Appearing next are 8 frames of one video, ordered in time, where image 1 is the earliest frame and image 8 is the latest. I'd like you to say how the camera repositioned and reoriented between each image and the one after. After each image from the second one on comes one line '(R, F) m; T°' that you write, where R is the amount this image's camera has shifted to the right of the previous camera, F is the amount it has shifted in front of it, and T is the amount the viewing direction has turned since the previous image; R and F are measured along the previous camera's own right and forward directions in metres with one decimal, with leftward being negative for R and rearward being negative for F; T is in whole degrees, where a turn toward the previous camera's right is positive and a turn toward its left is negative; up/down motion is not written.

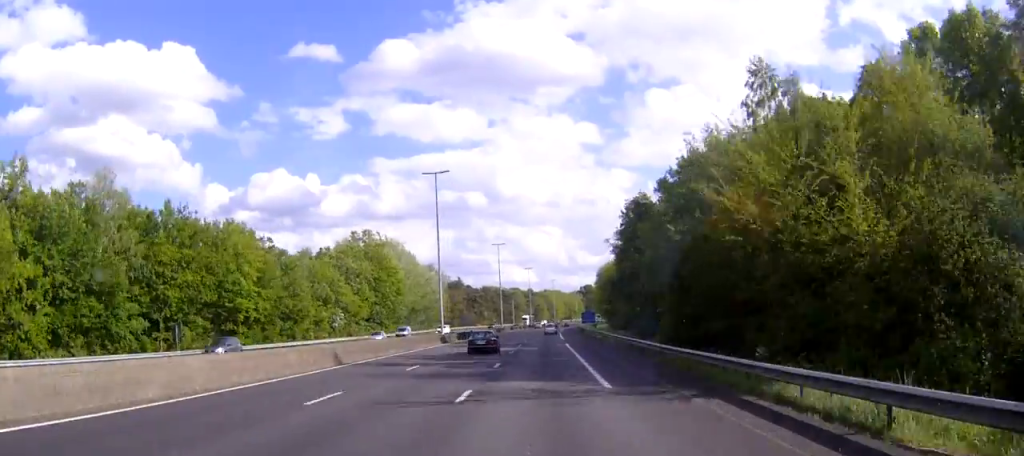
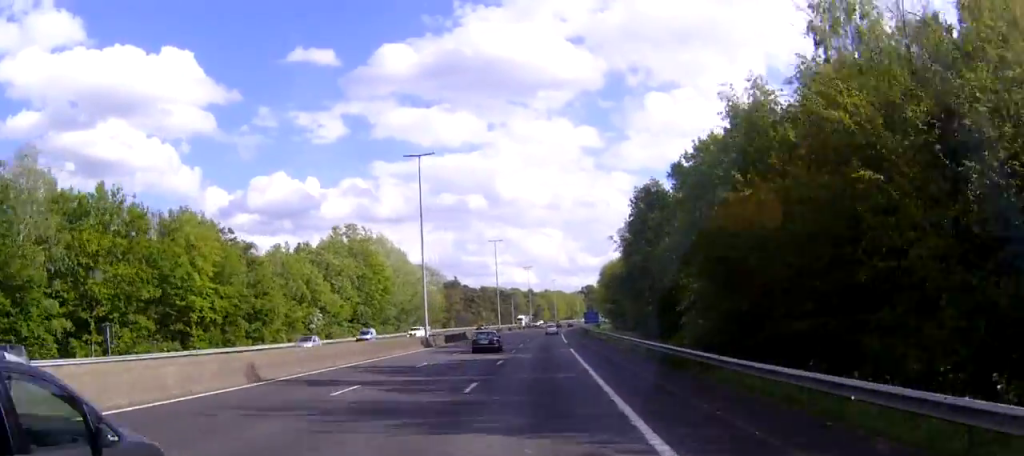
(0.0, +10.6) m; 0°
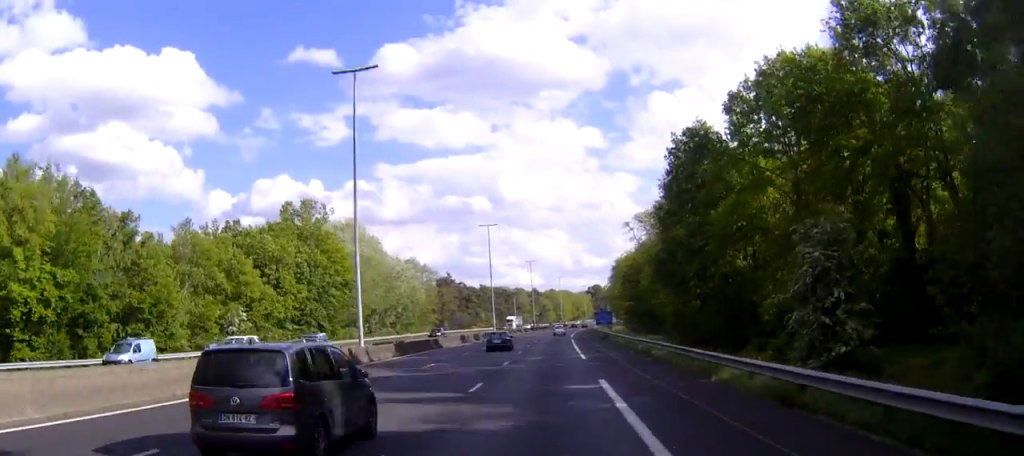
(0.0, +25.6) m; 0°
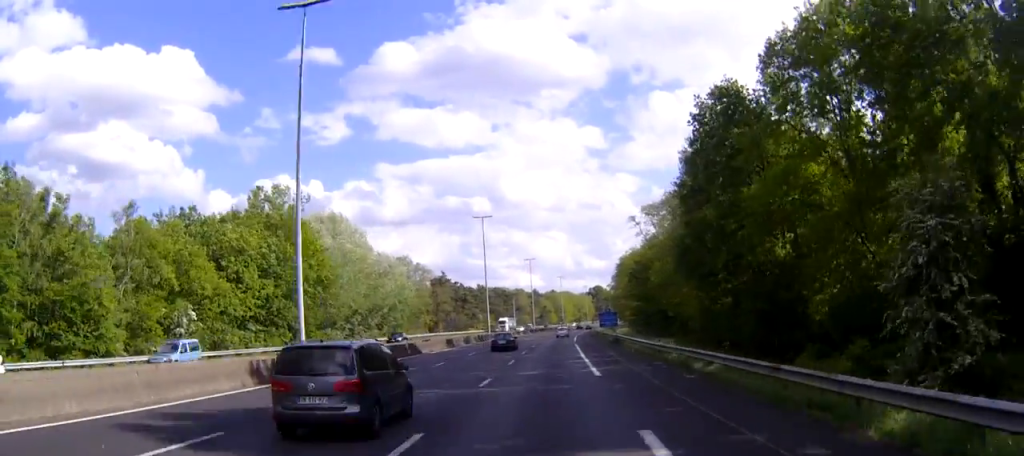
(0.0, +10.6) m; 0°
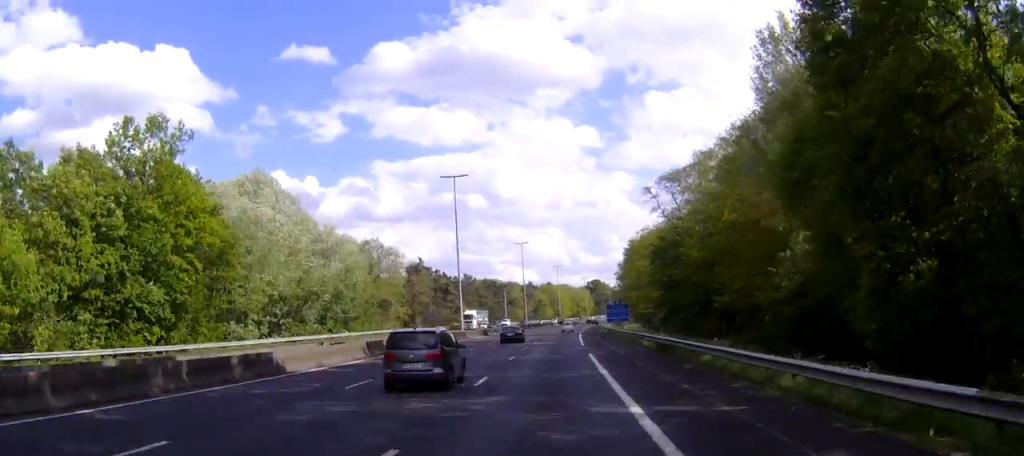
(0.0, +28.3) m; 0°
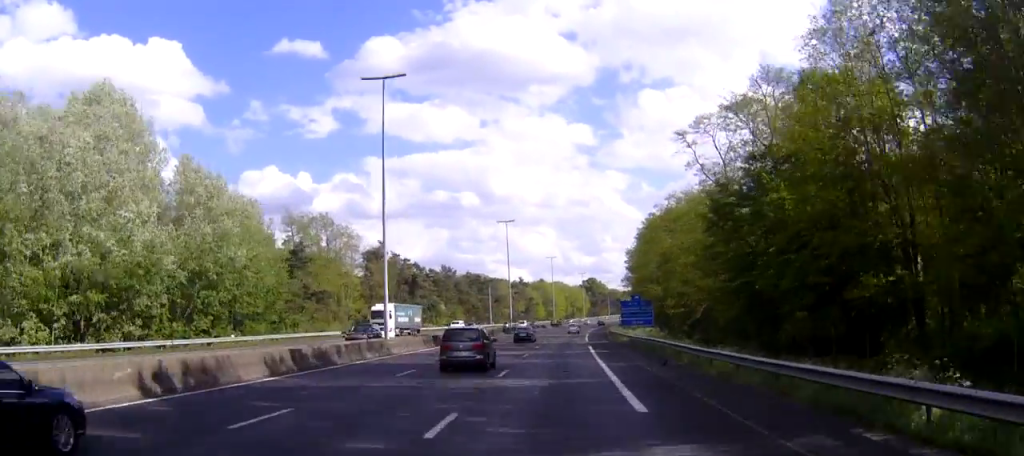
(0.0, +33.6) m; 0°
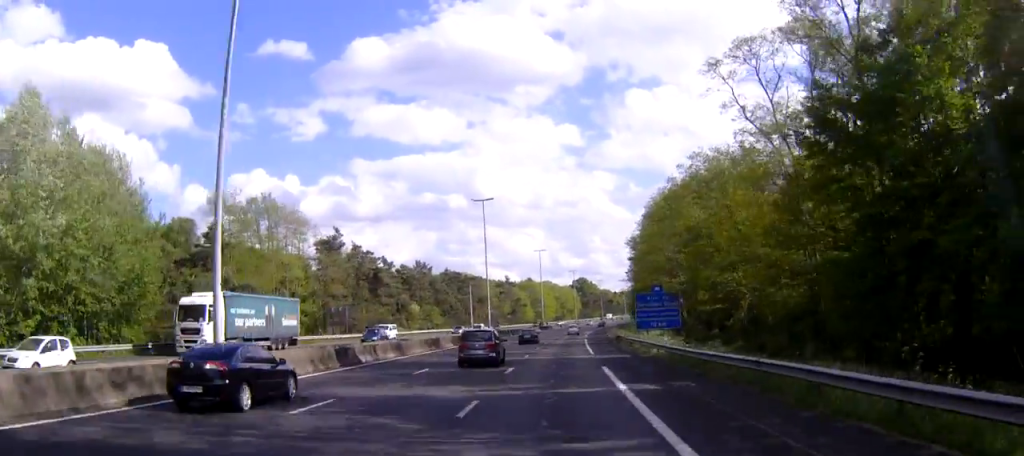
(+0.1, +23.0) m; +1°
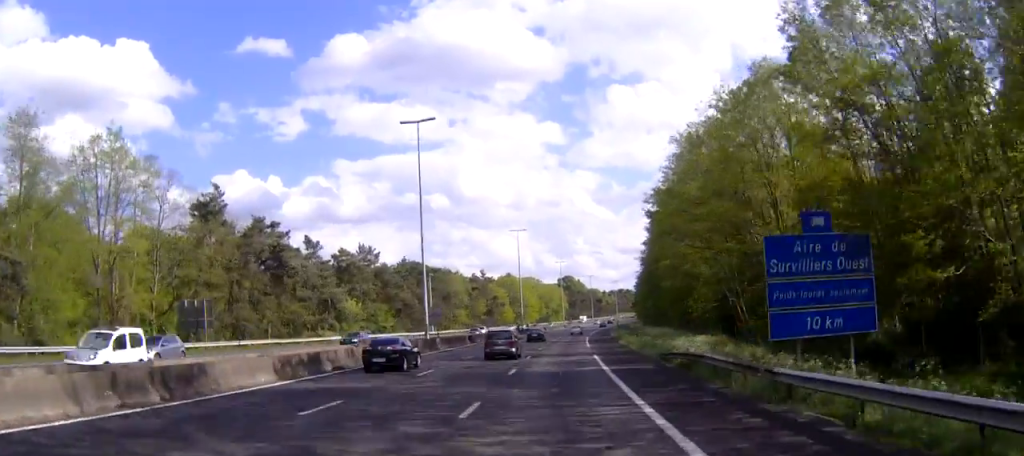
(+0.3, +39.0) m; +1°
